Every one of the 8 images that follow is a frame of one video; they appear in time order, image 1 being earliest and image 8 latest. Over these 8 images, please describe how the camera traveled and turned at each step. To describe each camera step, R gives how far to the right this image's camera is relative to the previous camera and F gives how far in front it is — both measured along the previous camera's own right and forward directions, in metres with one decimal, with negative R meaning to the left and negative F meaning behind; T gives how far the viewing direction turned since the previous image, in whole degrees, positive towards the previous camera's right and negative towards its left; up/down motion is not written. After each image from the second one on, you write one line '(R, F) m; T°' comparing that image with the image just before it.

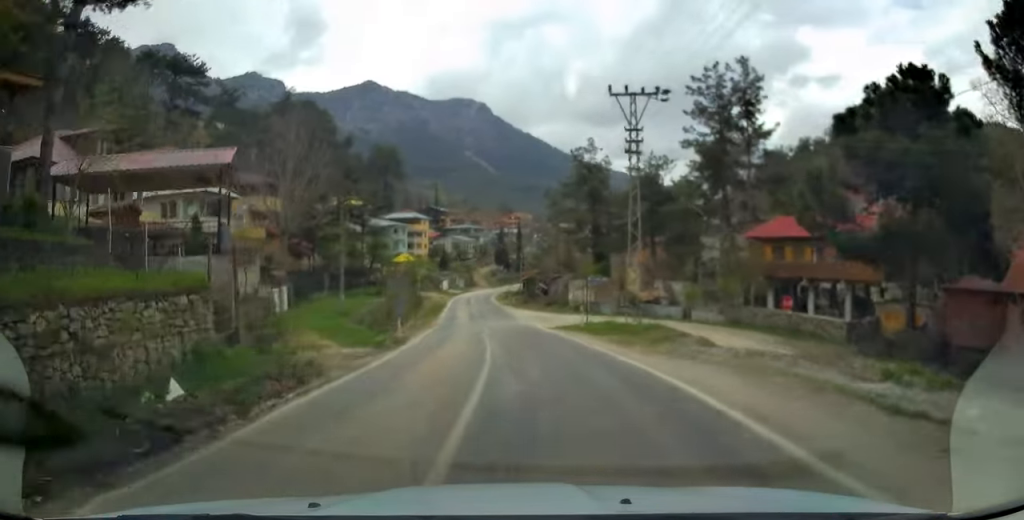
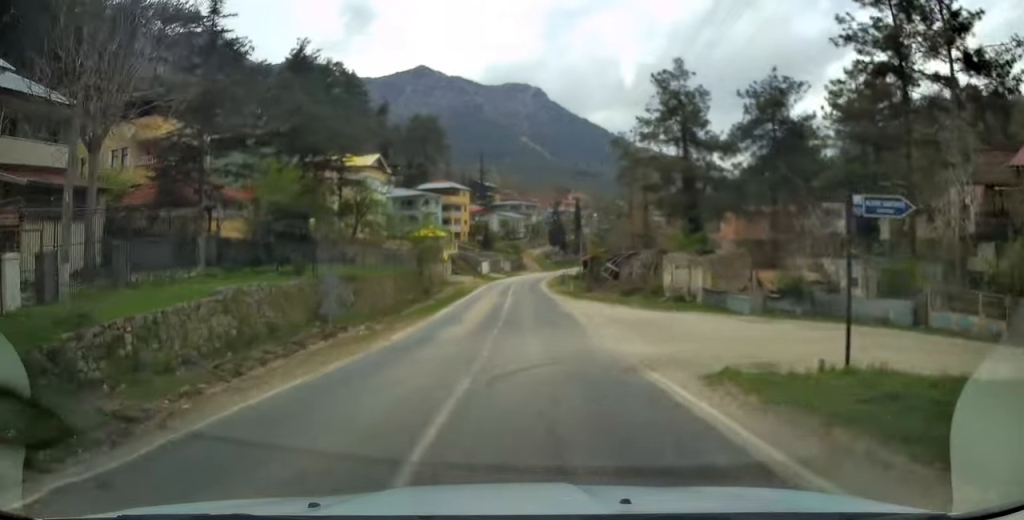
(-1.1, +22.0) m; -4°
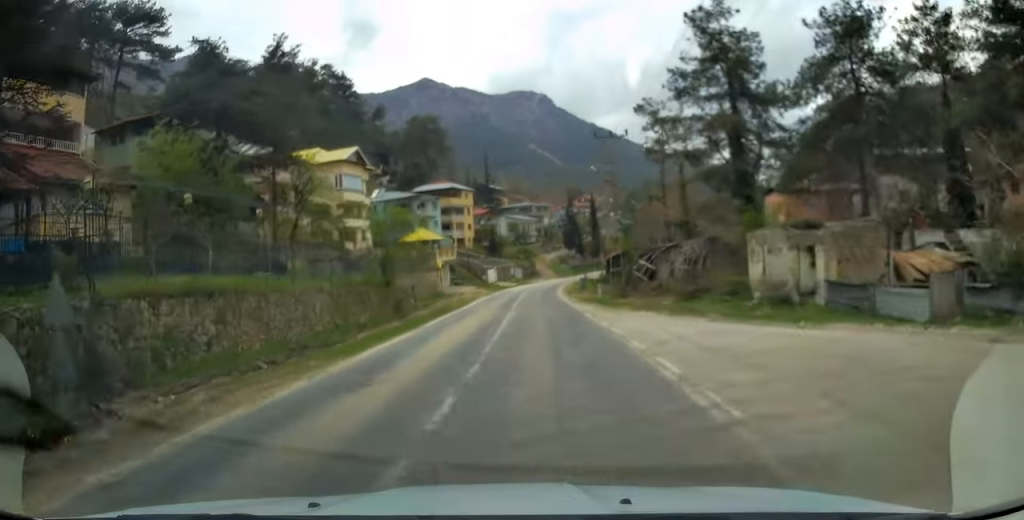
(-0.3, +12.5) m; -2°
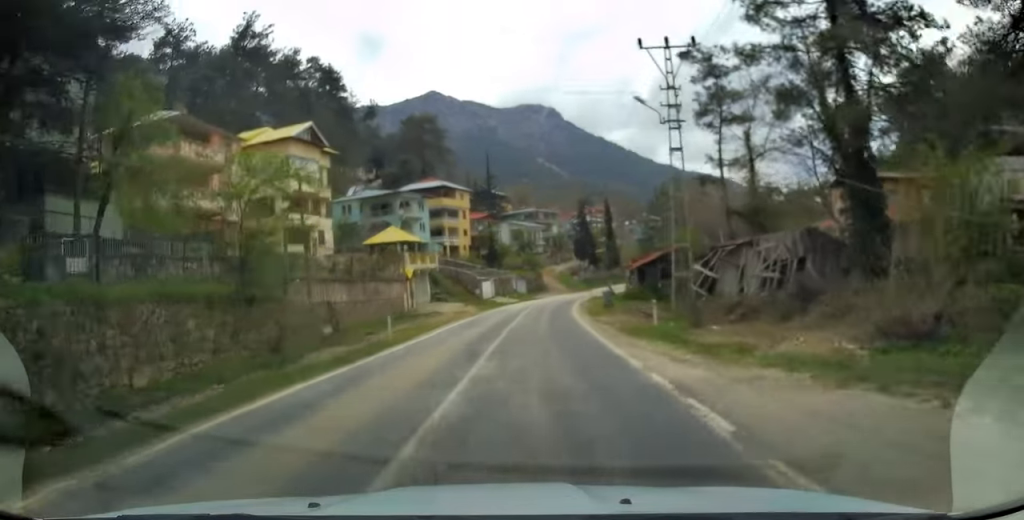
(-0.2, +16.0) m; -1°
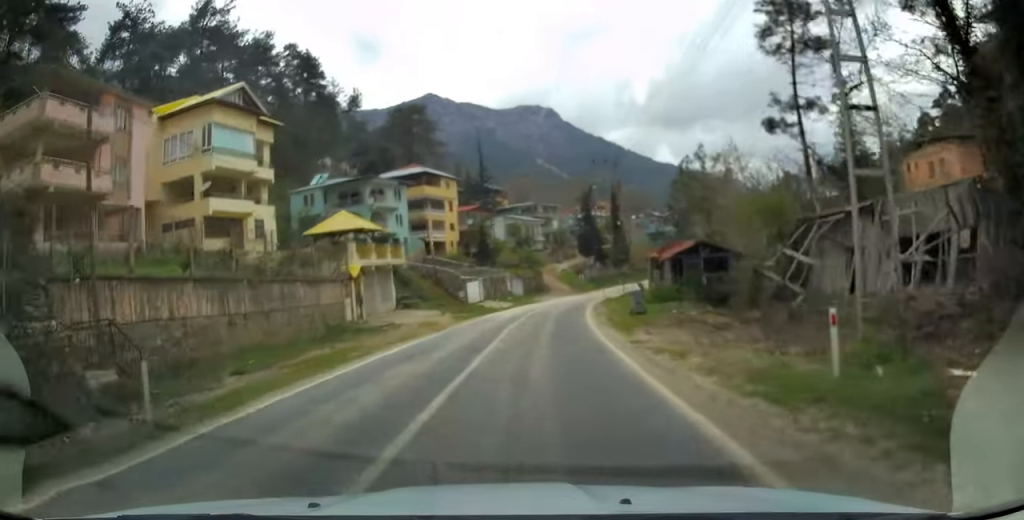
(-0.1, +12.8) m; 0°
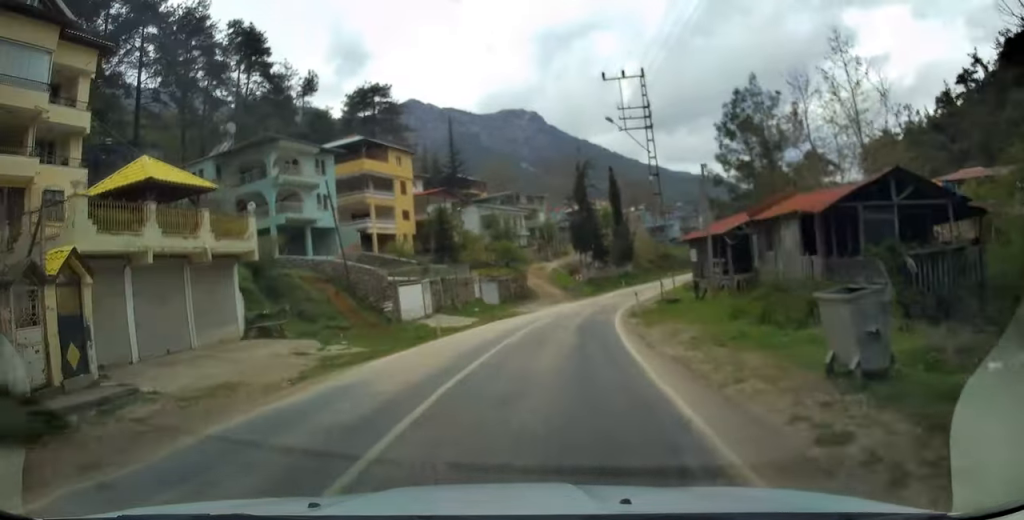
(+0.3, +20.2) m; +3°
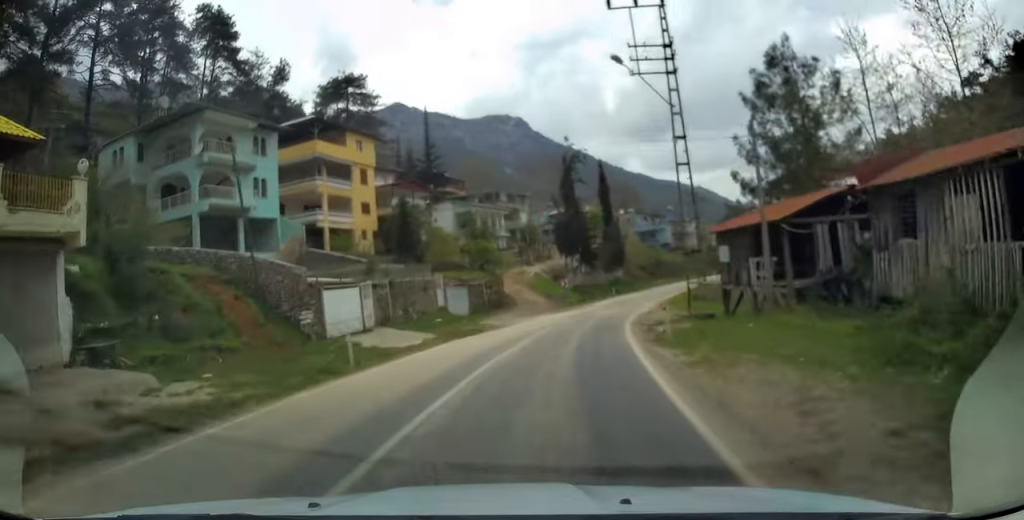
(+0.1, +8.5) m; +2°
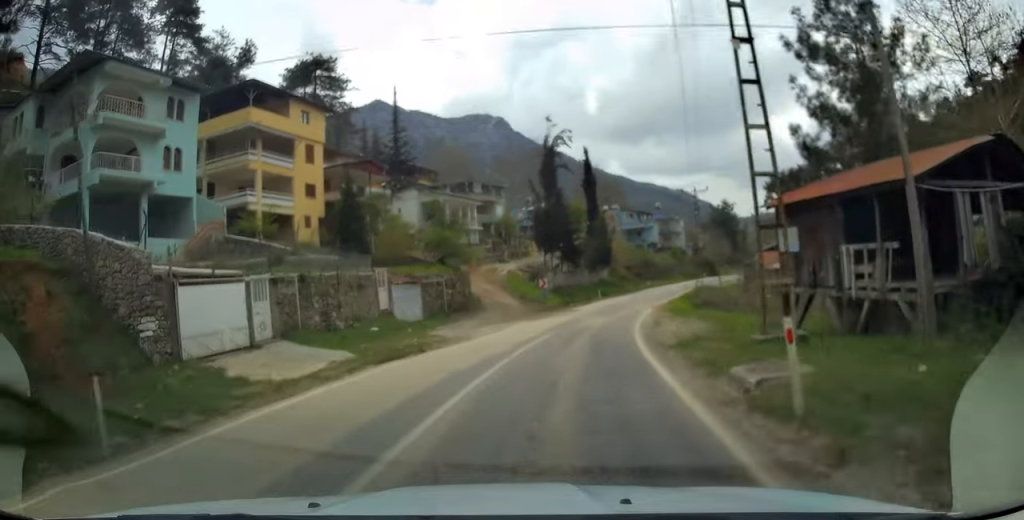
(0.0, +8.4) m; +2°
